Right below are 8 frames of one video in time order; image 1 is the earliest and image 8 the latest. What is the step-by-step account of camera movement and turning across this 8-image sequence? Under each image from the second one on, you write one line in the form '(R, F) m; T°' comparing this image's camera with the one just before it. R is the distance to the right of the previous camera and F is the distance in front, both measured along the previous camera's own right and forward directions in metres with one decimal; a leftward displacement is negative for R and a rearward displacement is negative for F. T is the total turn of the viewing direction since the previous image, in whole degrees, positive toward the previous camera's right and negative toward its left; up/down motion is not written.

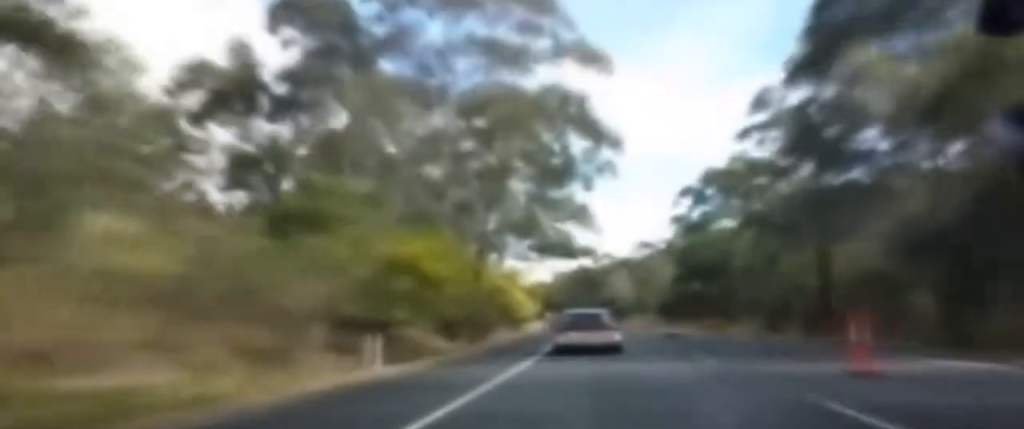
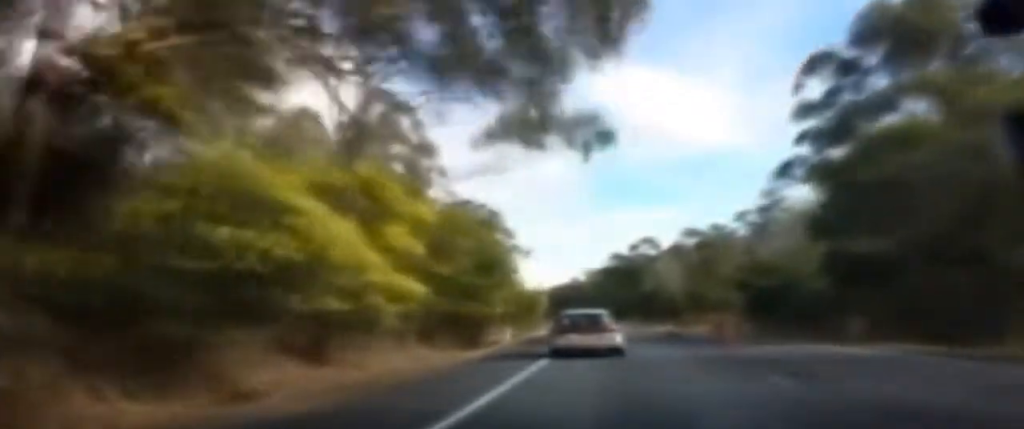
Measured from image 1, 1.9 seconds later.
(-2.4, +41.9) m; -2°
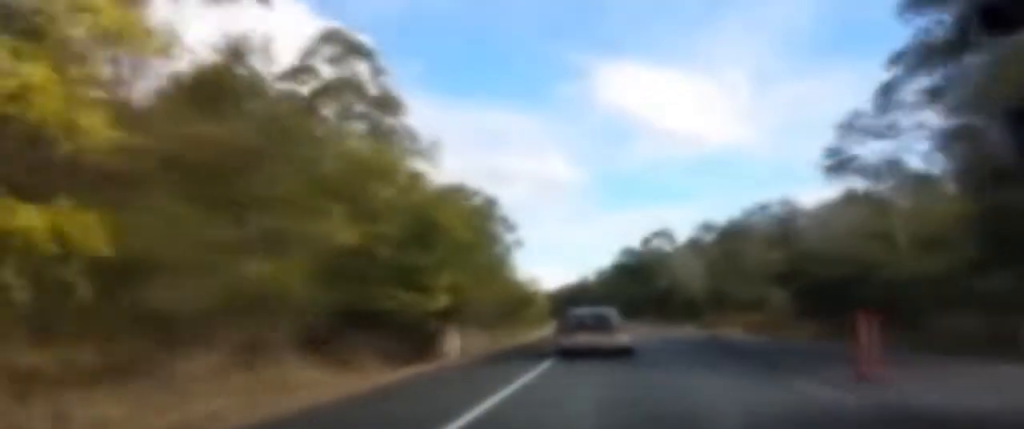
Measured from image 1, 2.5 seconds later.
(+0.5, +13.5) m; 0°
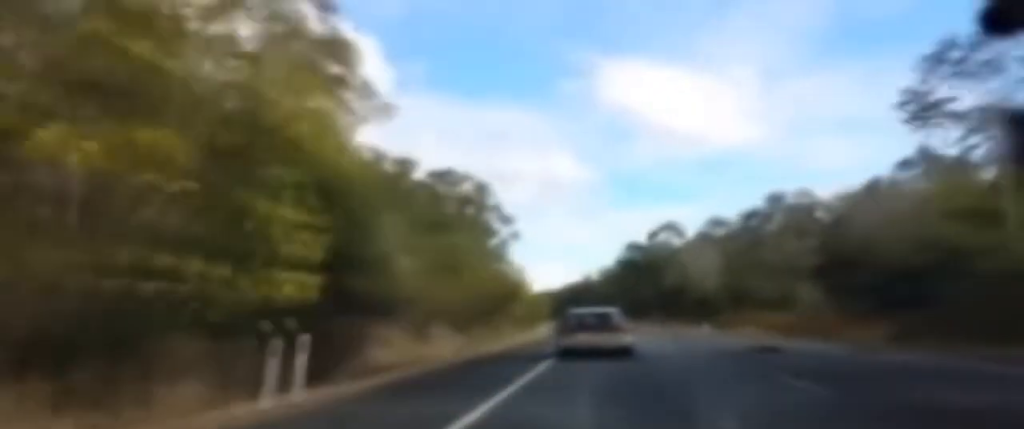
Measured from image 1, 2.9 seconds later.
(+0.4, +10.5) m; 0°
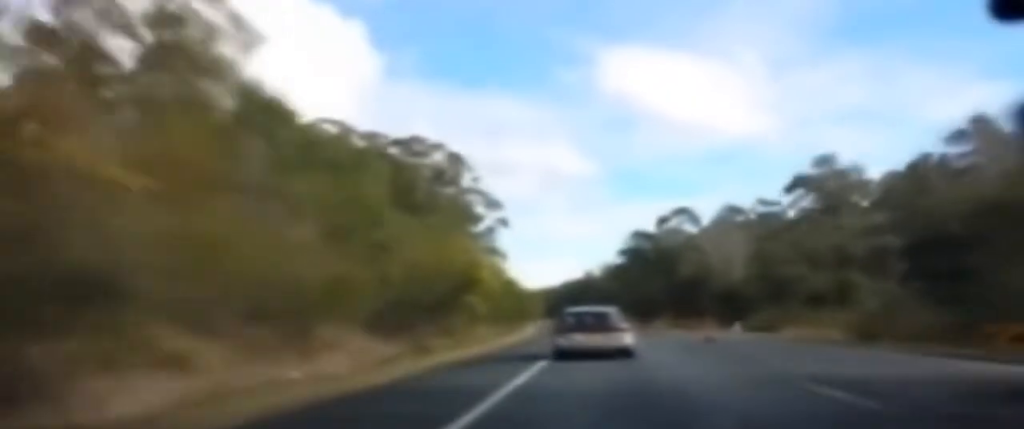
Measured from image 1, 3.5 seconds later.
(-0.6, +13.6) m; -1°
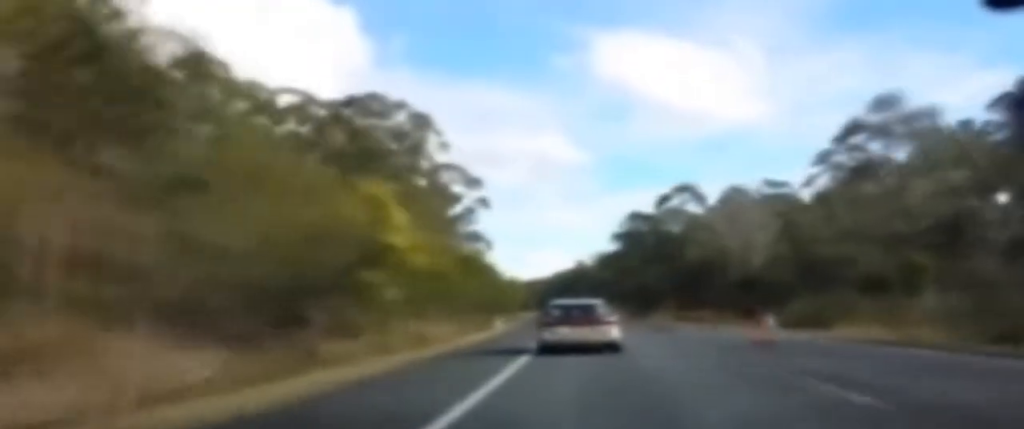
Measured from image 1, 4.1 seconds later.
(-0.2, +12.8) m; -1°
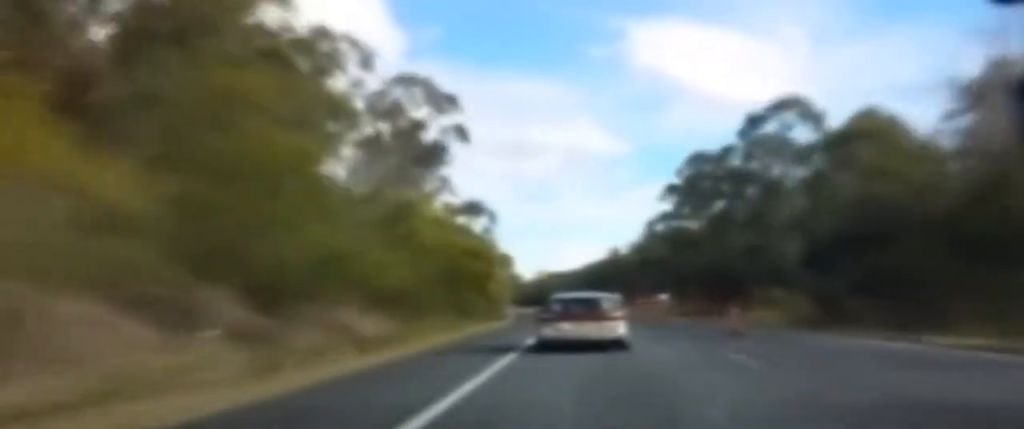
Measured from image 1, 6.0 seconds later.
(-1.0, +42.3) m; -3°
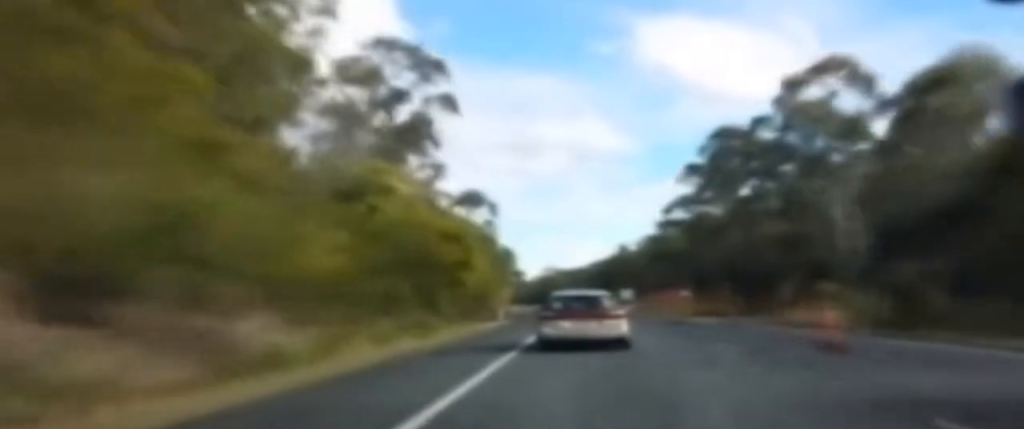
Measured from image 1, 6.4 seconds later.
(+0.1, +10.6) m; -1°
